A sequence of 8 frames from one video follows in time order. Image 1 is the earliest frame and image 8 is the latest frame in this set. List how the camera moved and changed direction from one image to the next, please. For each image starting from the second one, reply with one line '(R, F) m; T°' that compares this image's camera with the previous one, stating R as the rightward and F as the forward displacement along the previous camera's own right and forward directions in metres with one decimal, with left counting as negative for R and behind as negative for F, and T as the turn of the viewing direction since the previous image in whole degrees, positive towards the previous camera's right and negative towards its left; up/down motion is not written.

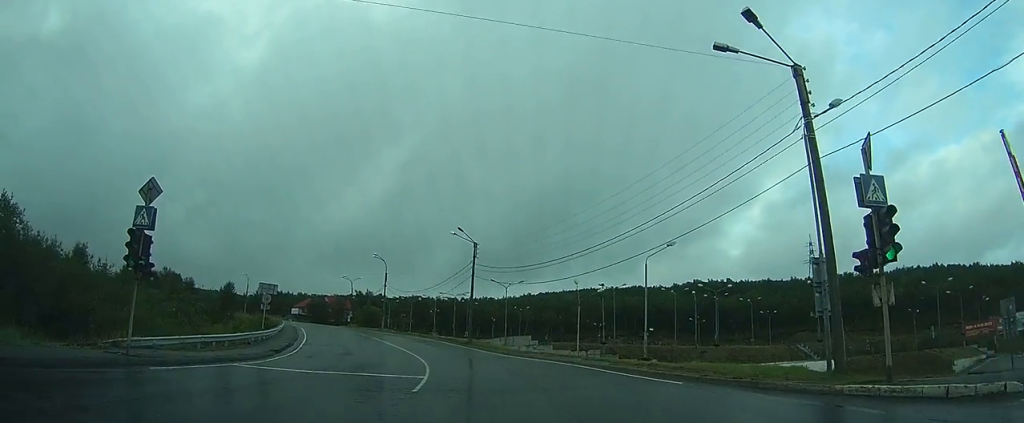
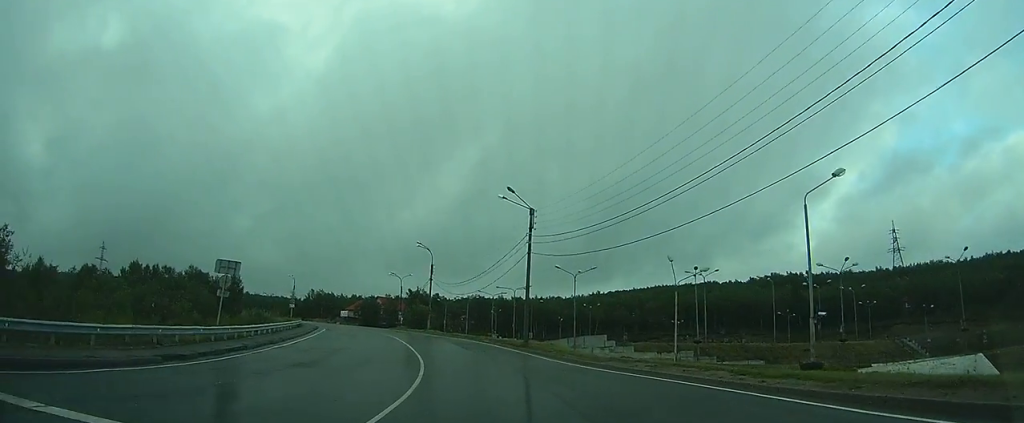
(-0.2, +12.8) m; -2°
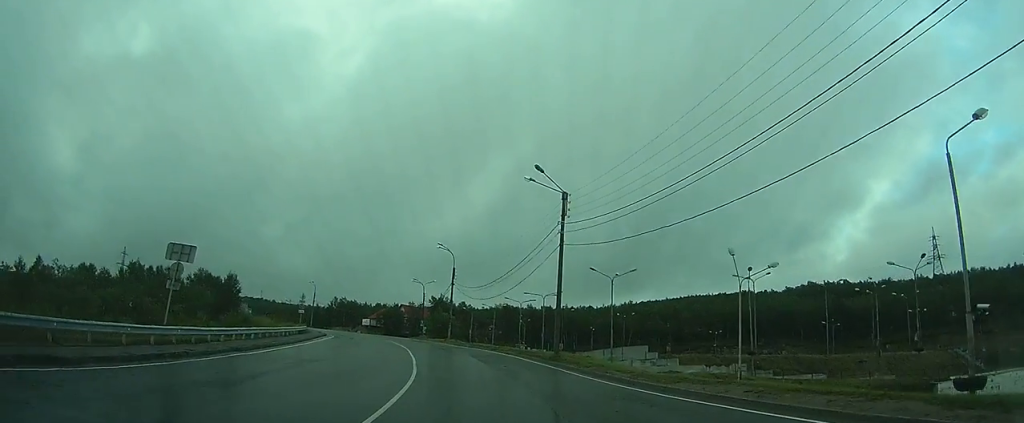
(0.0, +7.3) m; -1°
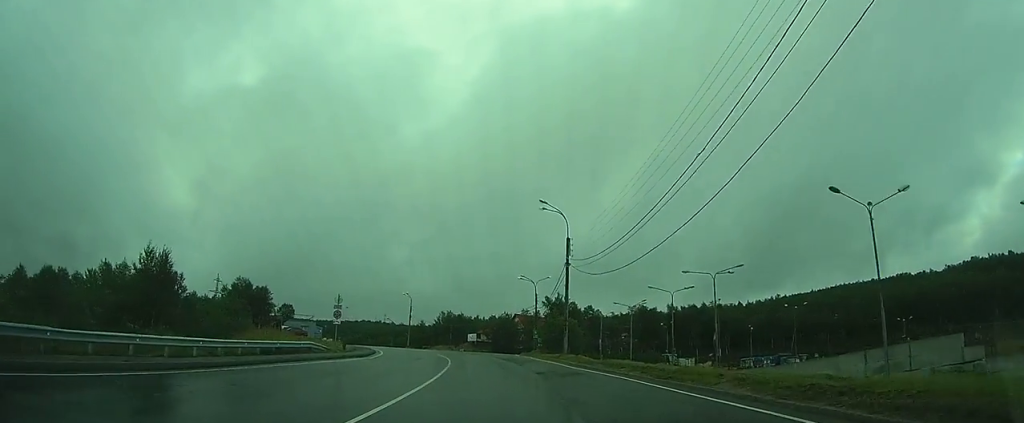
(-1.7, +30.2) m; -8°
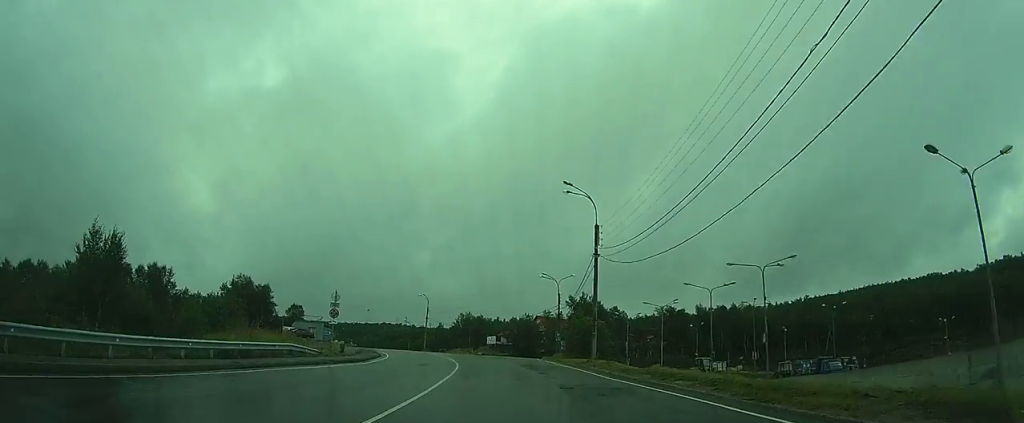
(-0.1, +6.5) m; -4°
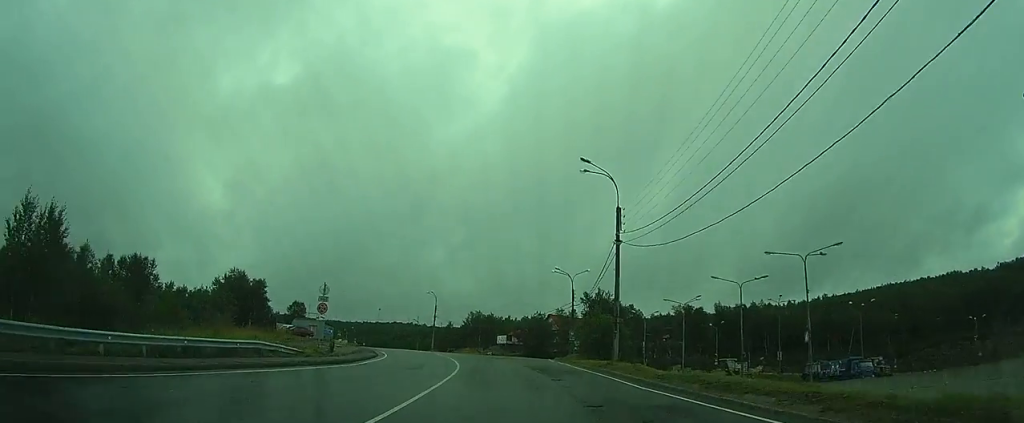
(-0.1, +5.2) m; -2°
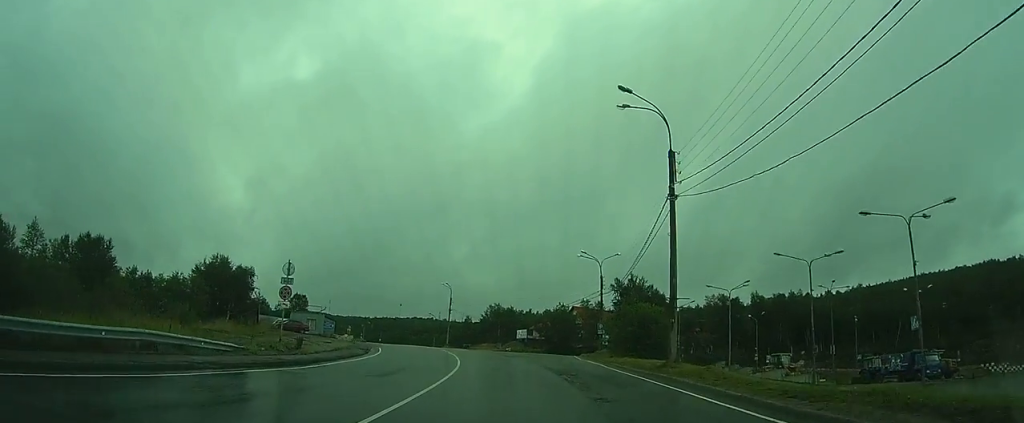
(-0.6, +9.5) m; -4°
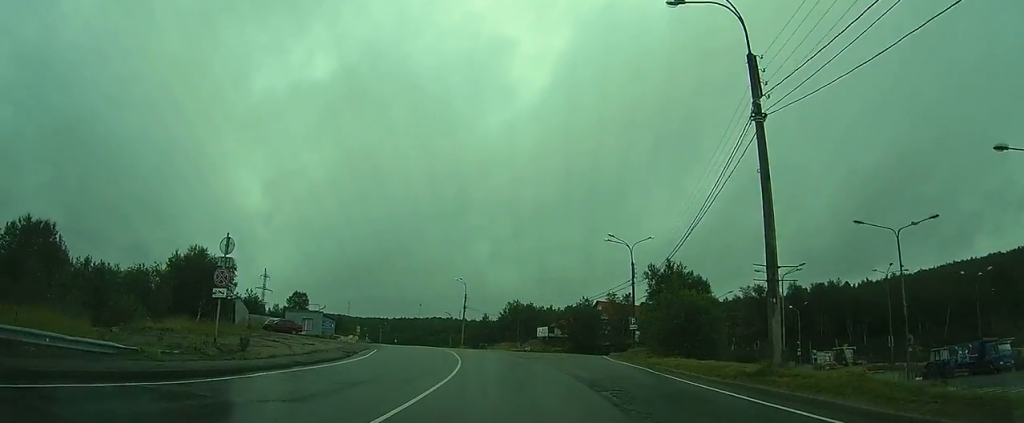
(-0.1, +8.6) m; 0°
